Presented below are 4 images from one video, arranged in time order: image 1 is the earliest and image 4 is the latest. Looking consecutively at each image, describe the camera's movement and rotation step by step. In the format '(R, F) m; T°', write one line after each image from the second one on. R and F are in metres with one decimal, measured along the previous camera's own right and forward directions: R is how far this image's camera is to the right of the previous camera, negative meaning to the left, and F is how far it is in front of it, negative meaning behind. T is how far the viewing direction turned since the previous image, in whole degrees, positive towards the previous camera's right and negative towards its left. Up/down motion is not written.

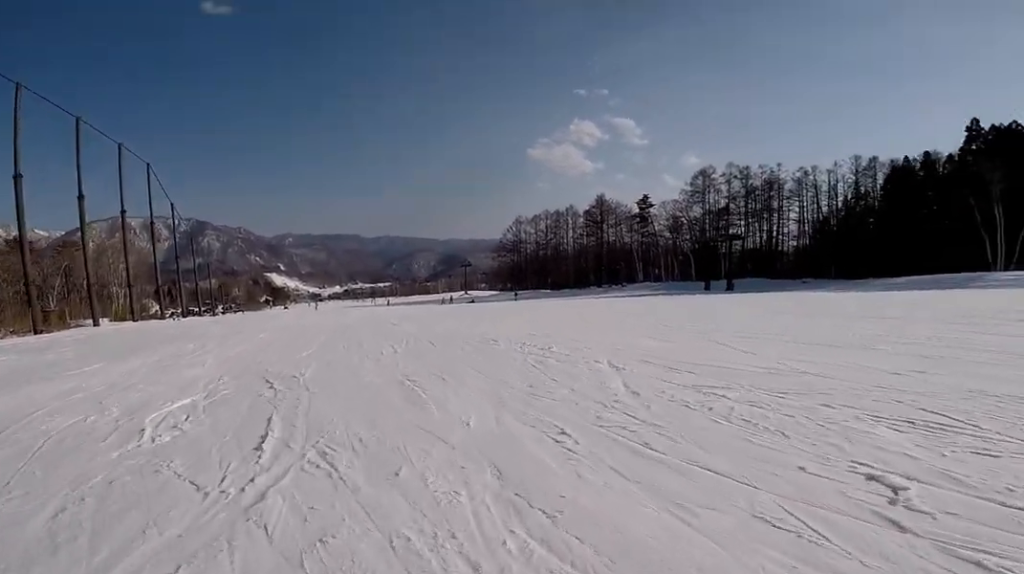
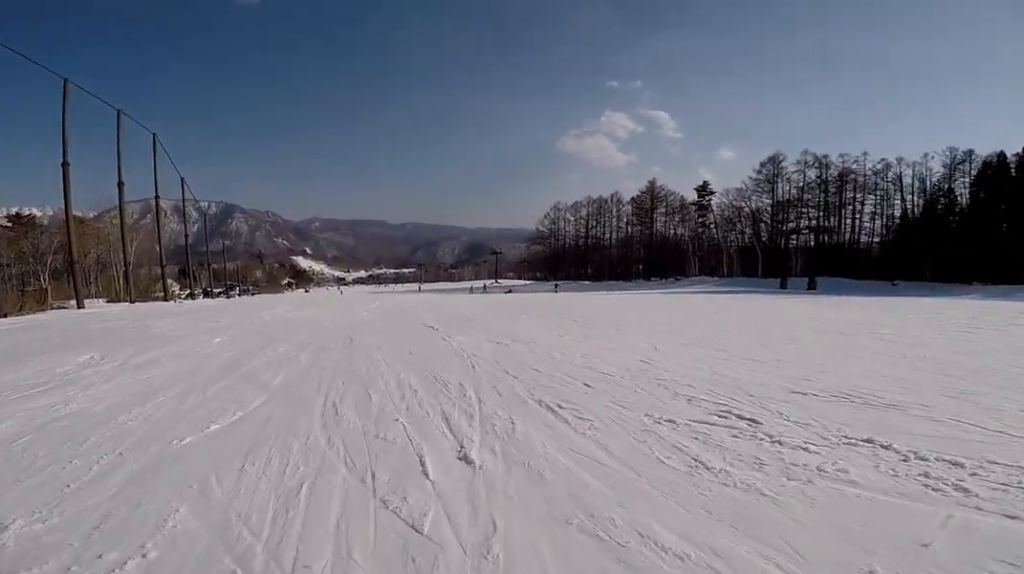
(0.0, +9.0) m; +7°
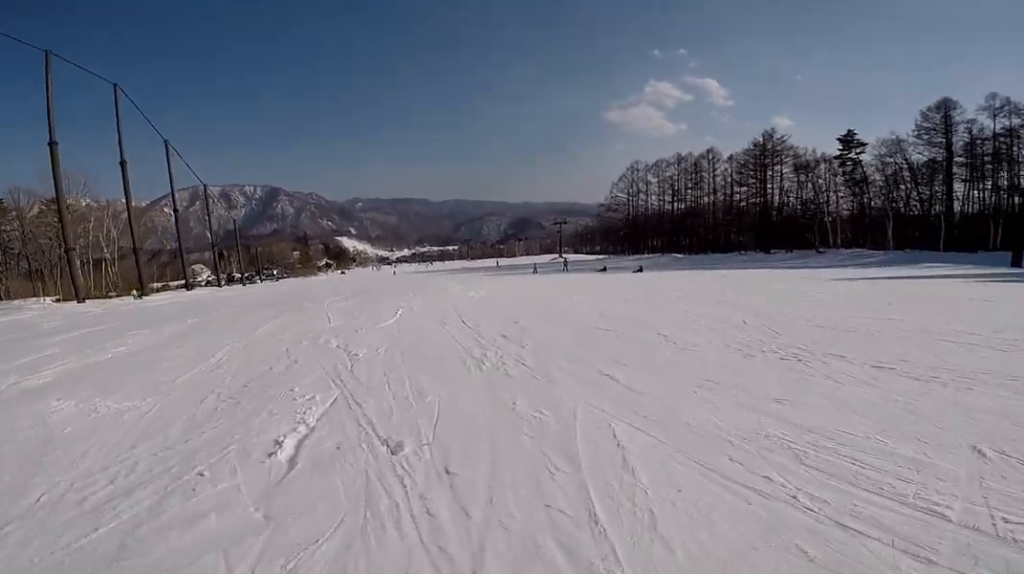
(-2.3, +19.4) m; -9°
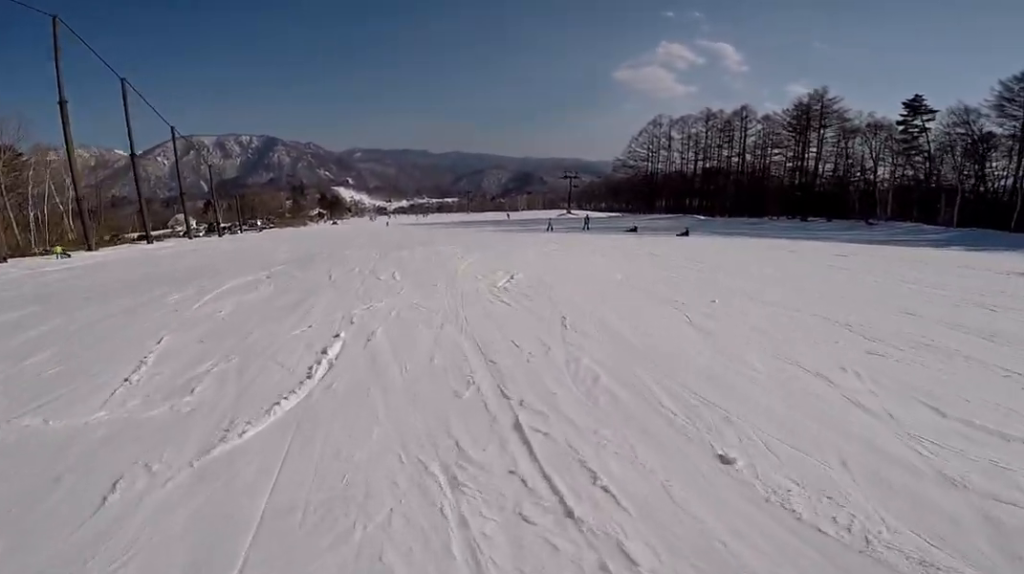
(+1.8, +7.6) m; +9°
